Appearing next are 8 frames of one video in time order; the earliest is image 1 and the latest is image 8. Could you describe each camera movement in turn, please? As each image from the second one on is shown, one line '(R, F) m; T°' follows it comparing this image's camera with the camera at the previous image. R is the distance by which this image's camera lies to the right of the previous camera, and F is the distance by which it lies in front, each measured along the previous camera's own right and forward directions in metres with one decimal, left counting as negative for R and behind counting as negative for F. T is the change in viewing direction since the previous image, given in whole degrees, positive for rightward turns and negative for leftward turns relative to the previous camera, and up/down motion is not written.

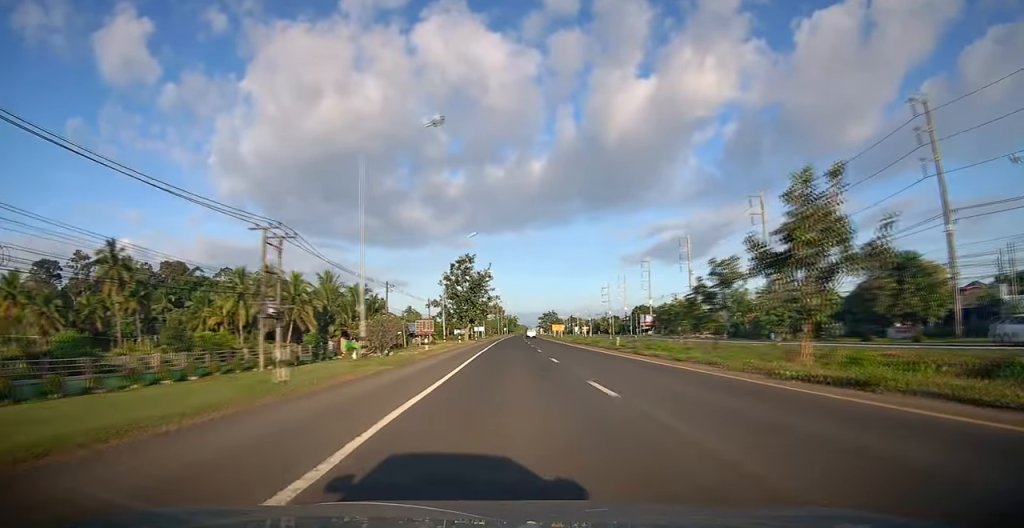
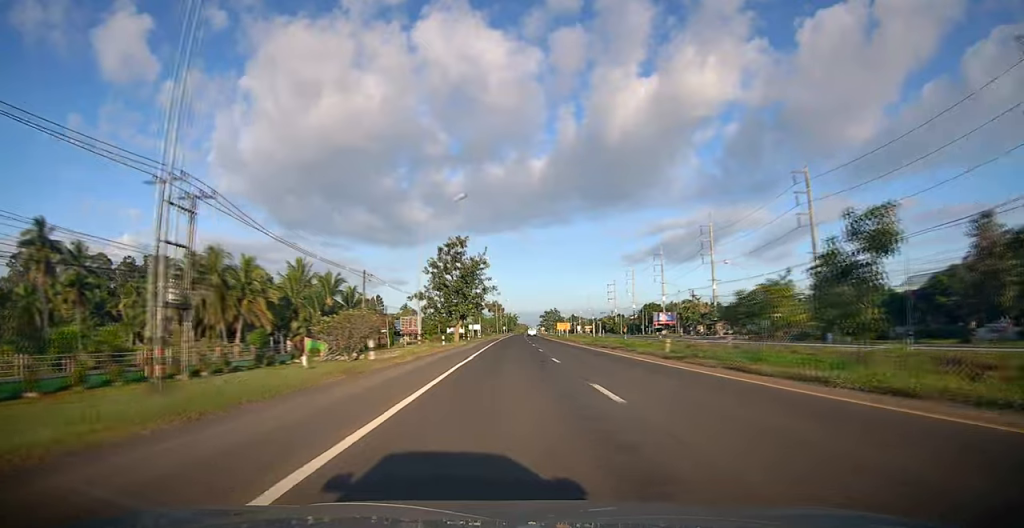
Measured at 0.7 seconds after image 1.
(+0.2, +12.9) m; +1°
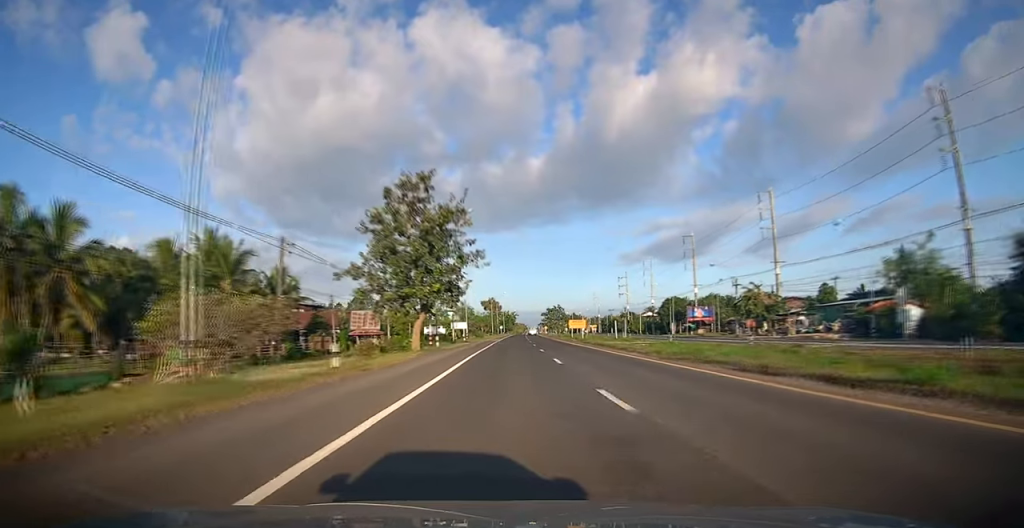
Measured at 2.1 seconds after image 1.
(-0.2, +25.2) m; 0°
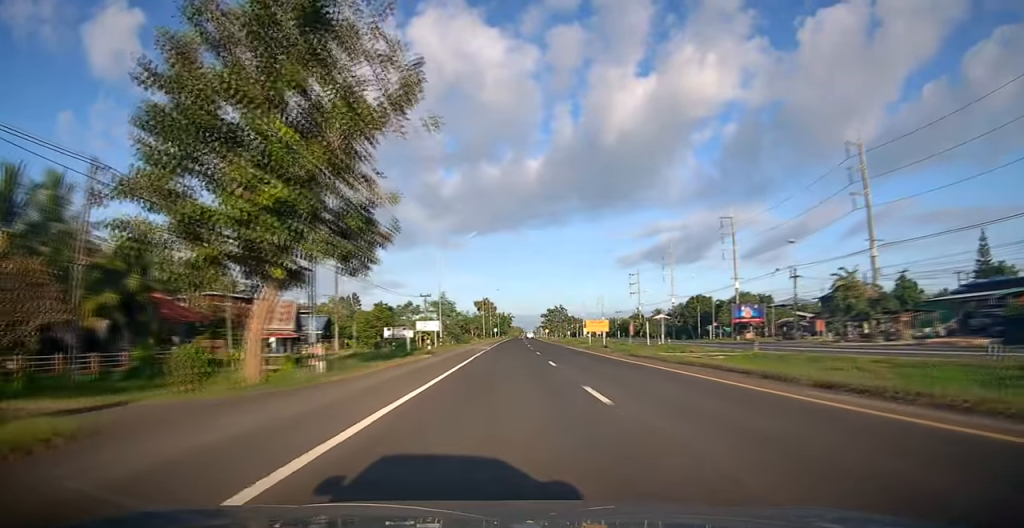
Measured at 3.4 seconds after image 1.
(+0.2, +22.3) m; +2°
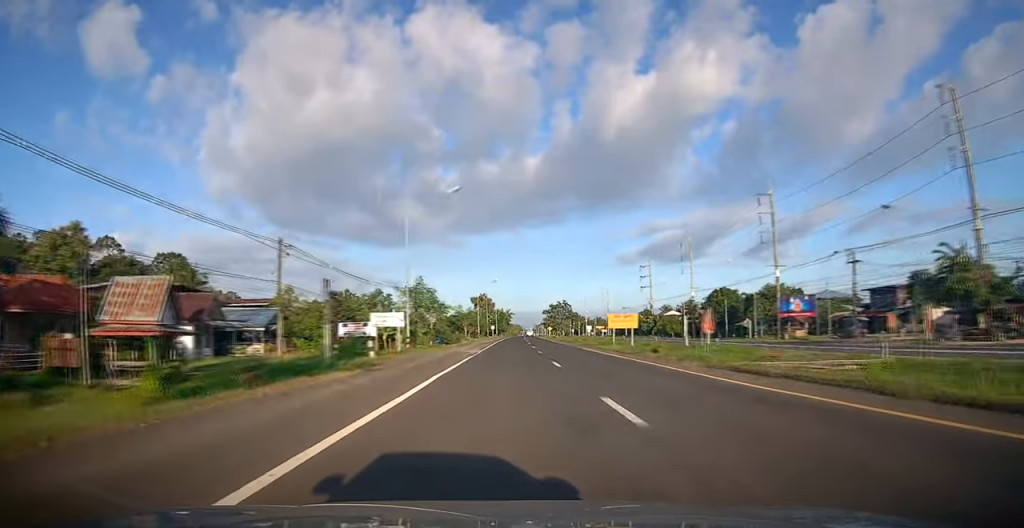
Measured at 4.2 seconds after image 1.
(+0.2, +14.5) m; 0°
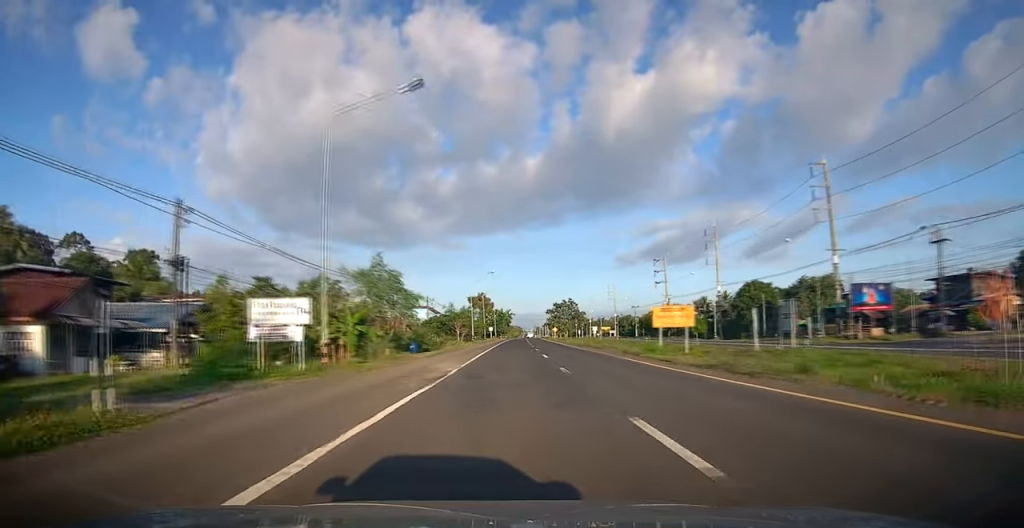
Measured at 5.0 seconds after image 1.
(-0.1, +14.6) m; -1°
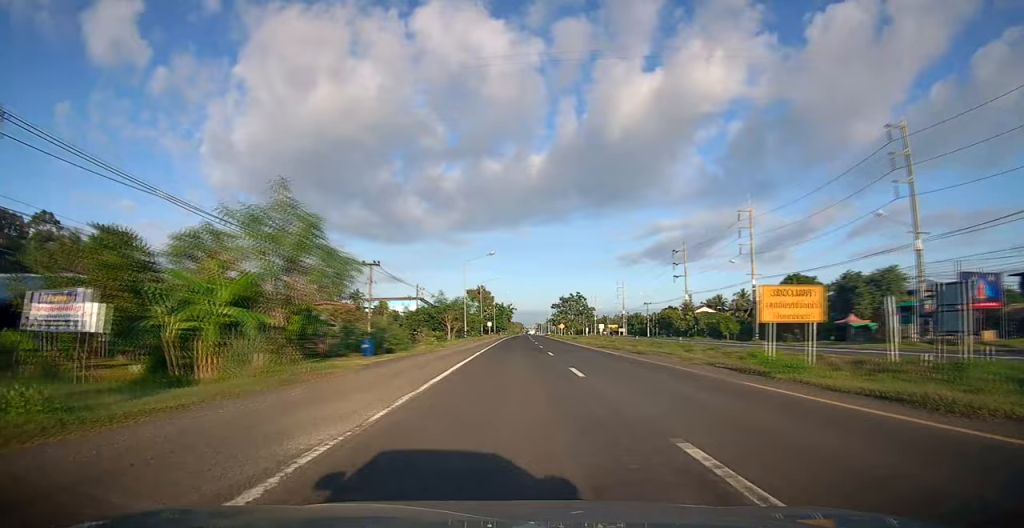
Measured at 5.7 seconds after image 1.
(-0.2, +13.9) m; 0°
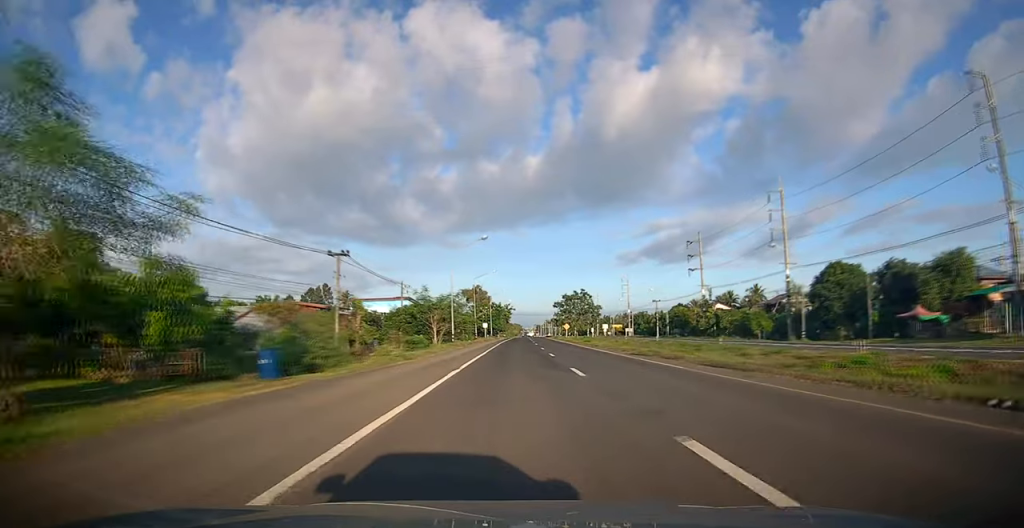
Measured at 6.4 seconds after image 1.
(+0.2, +11.7) m; 0°
